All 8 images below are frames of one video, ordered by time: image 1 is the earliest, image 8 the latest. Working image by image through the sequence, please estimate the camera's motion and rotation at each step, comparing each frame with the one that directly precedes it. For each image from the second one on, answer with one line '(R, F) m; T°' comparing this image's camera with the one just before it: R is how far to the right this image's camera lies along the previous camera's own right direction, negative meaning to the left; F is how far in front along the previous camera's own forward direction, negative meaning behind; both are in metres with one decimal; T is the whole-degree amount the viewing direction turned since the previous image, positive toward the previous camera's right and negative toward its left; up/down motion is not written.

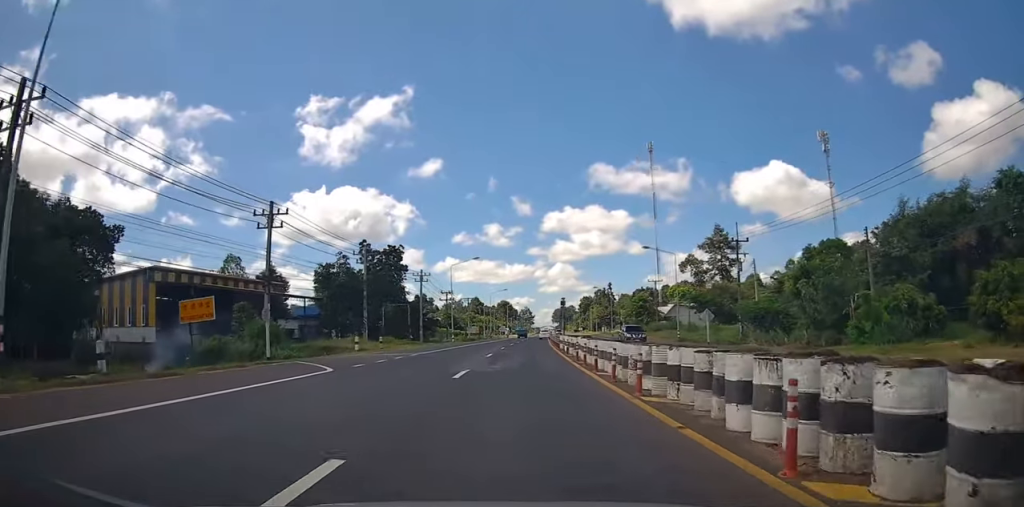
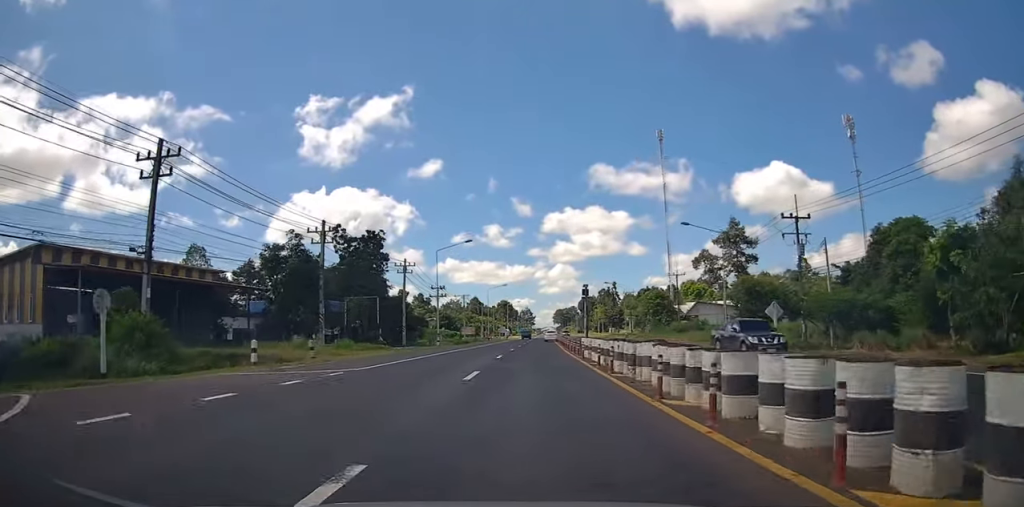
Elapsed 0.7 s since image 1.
(+0.1, +12.4) m; 0°
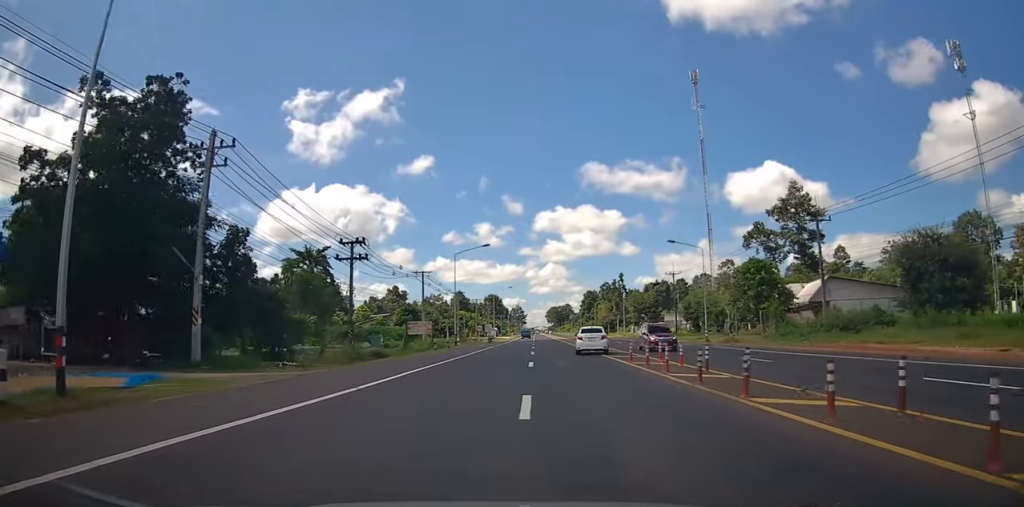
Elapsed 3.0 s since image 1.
(+0.4, +42.4) m; +1°
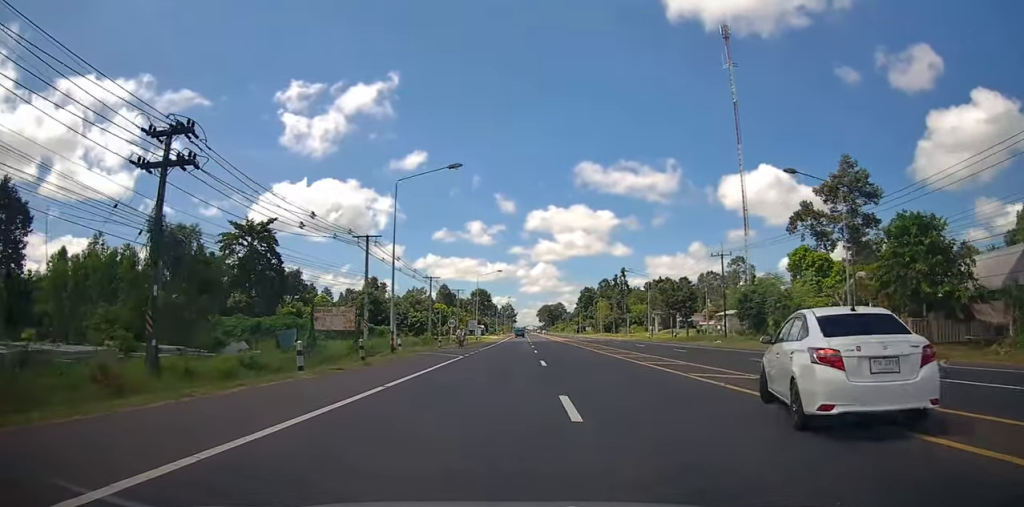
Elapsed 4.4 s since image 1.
(+0.2, +24.2) m; +1°
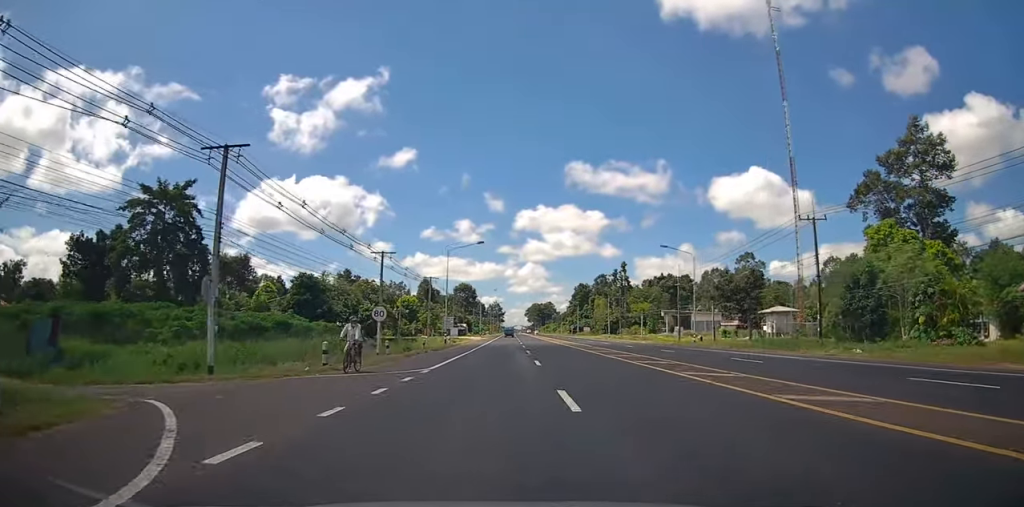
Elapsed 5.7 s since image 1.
(+0.5, +23.4) m; +1°
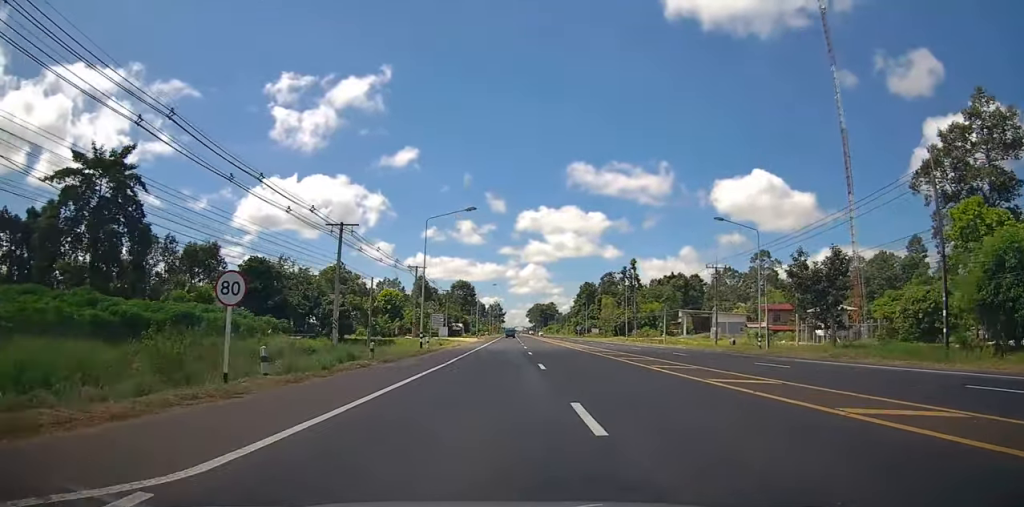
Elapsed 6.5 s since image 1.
(-0.1, +14.1) m; -1°
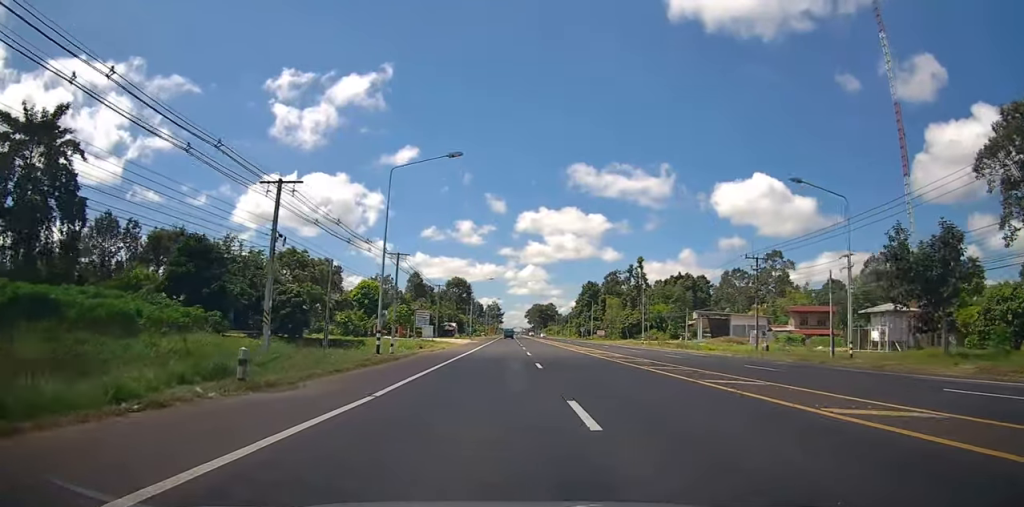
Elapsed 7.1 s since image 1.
(-0.1, +11.4) m; -1°
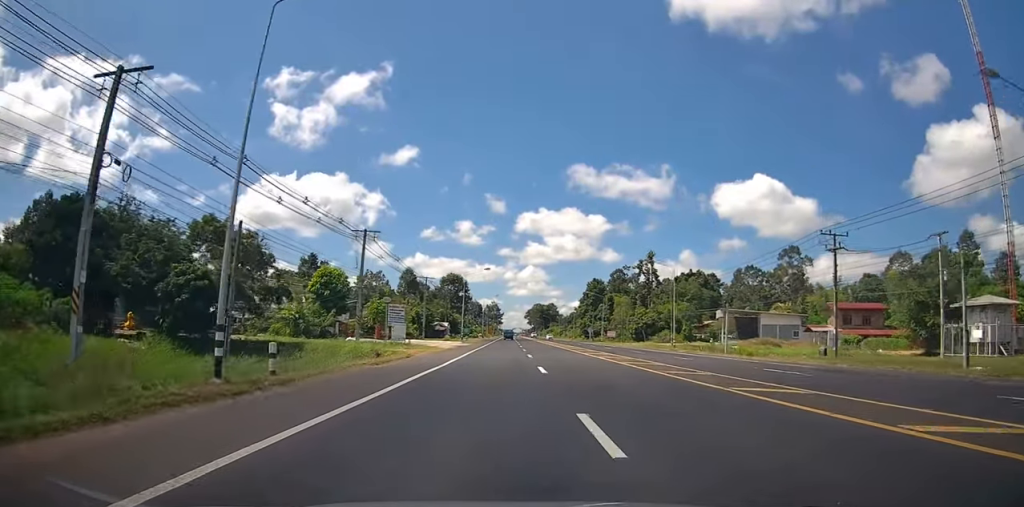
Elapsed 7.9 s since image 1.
(-0.2, +13.9) m; +1°
